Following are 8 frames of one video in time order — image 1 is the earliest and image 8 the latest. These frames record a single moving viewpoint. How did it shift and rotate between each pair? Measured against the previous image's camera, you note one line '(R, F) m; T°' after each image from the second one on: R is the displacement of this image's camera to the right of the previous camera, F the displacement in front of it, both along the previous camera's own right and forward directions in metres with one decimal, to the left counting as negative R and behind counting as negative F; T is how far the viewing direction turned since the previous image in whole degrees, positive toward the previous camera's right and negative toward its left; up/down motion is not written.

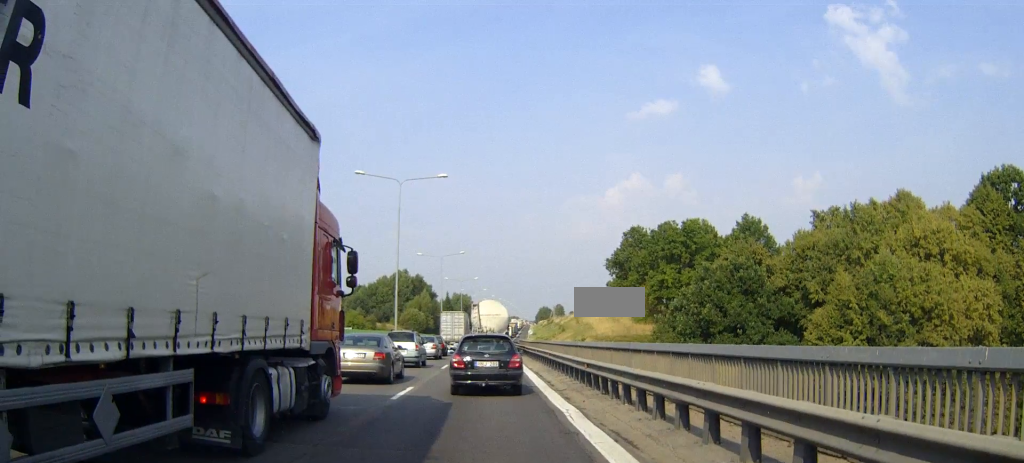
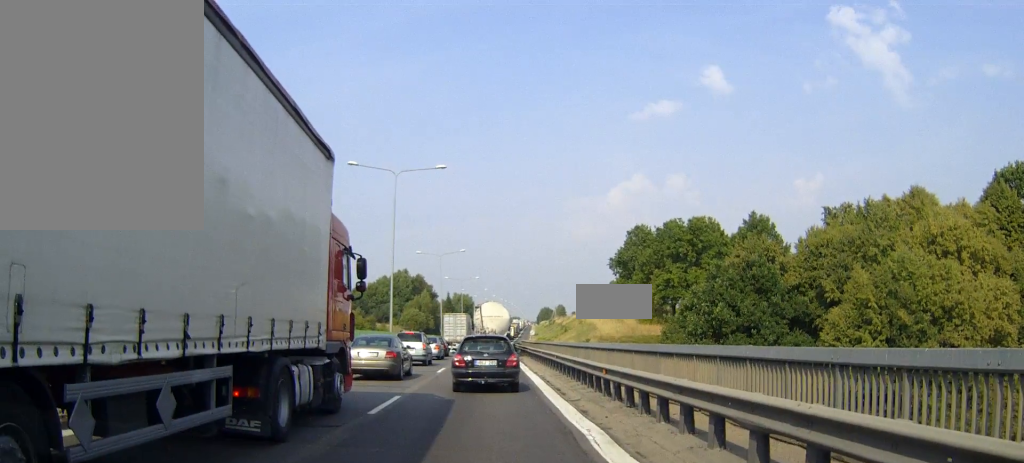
(0.0, +3.4) m; +1°
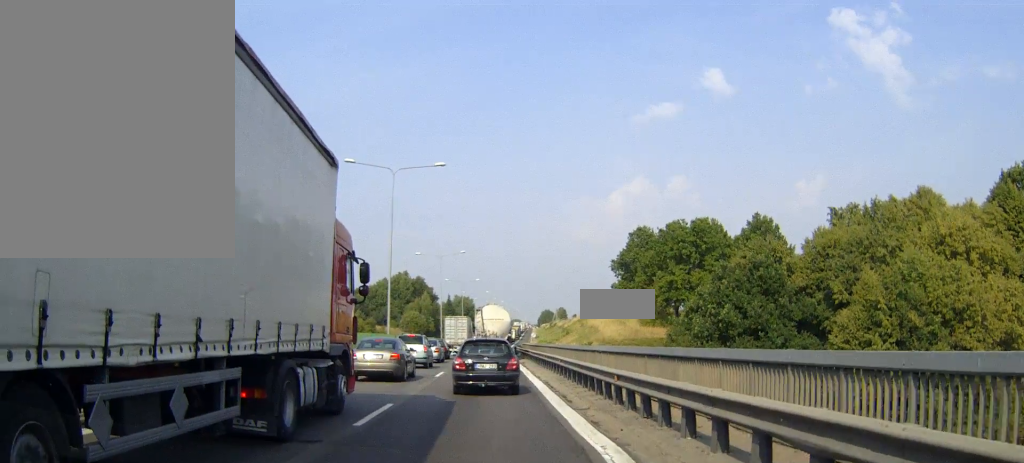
(0.0, +1.7) m; 0°
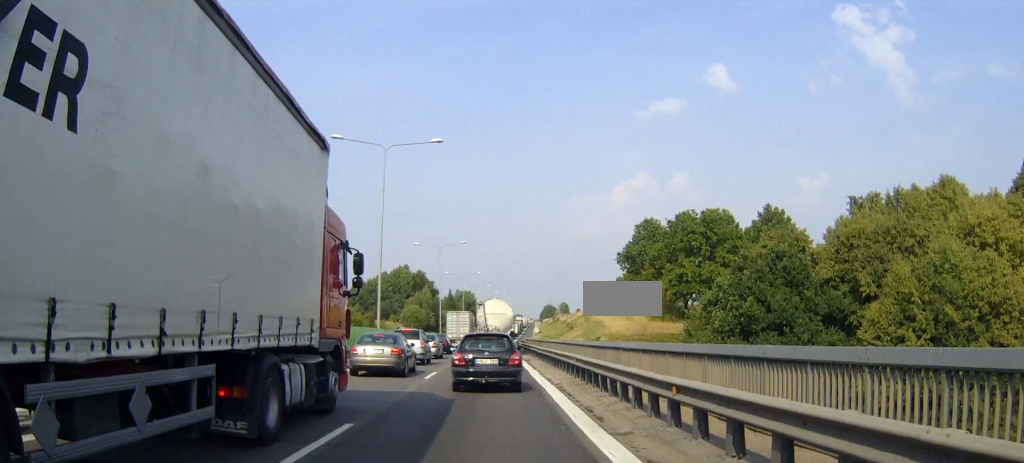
(0.0, +4.4) m; 0°
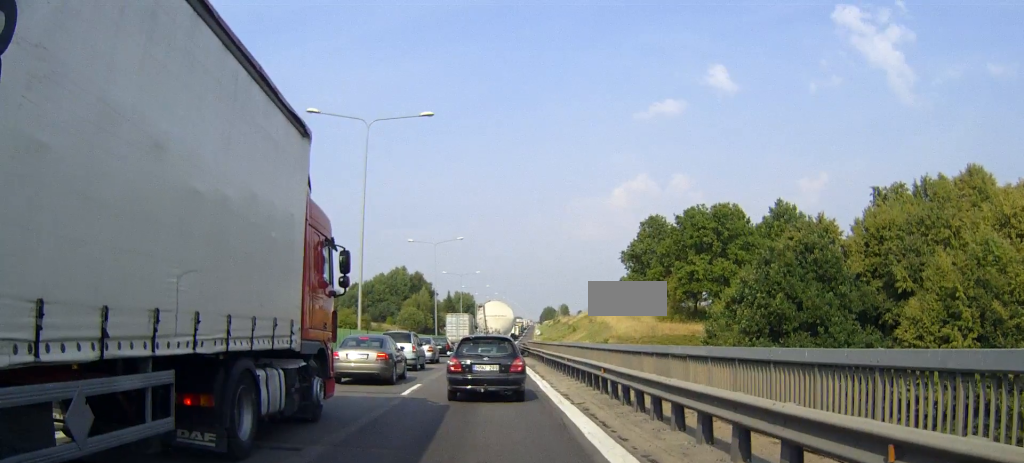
(0.0, +5.8) m; 0°
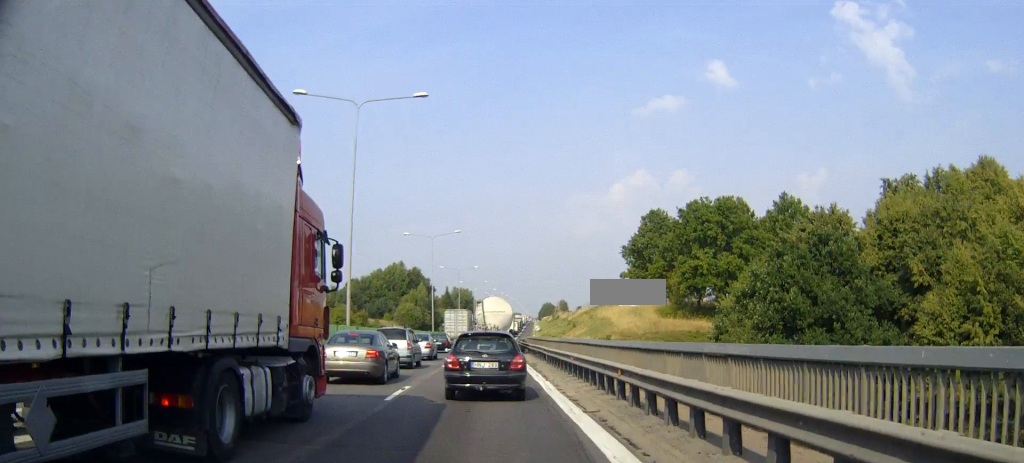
(0.0, +2.5) m; 0°
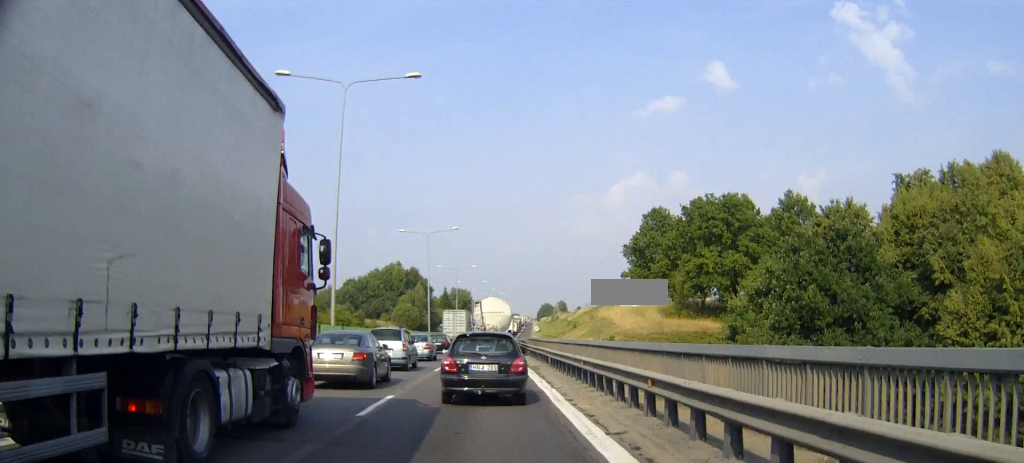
(0.0, +2.9) m; 0°
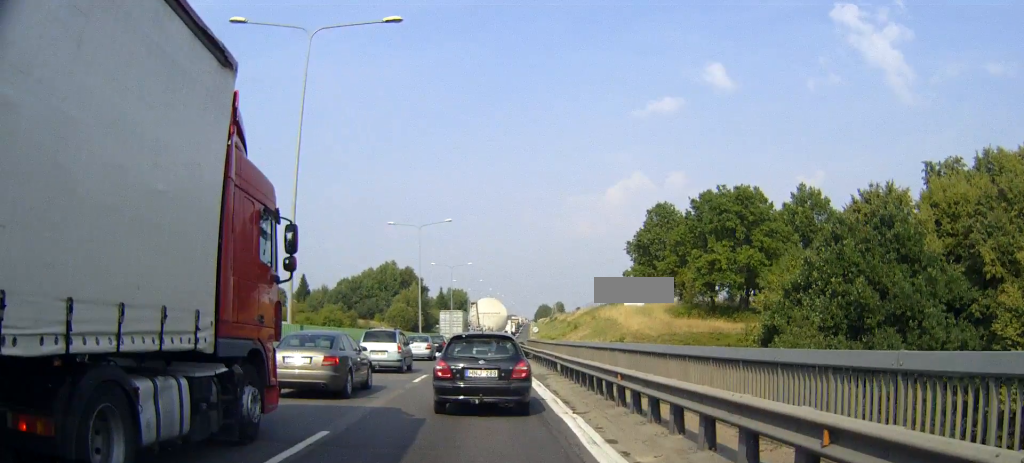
(-0.1, +6.1) m; -1°
